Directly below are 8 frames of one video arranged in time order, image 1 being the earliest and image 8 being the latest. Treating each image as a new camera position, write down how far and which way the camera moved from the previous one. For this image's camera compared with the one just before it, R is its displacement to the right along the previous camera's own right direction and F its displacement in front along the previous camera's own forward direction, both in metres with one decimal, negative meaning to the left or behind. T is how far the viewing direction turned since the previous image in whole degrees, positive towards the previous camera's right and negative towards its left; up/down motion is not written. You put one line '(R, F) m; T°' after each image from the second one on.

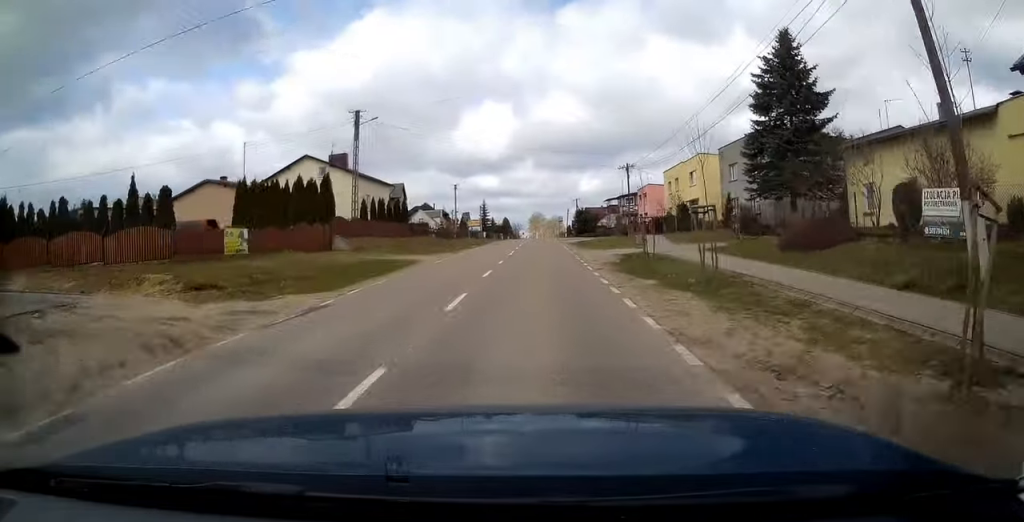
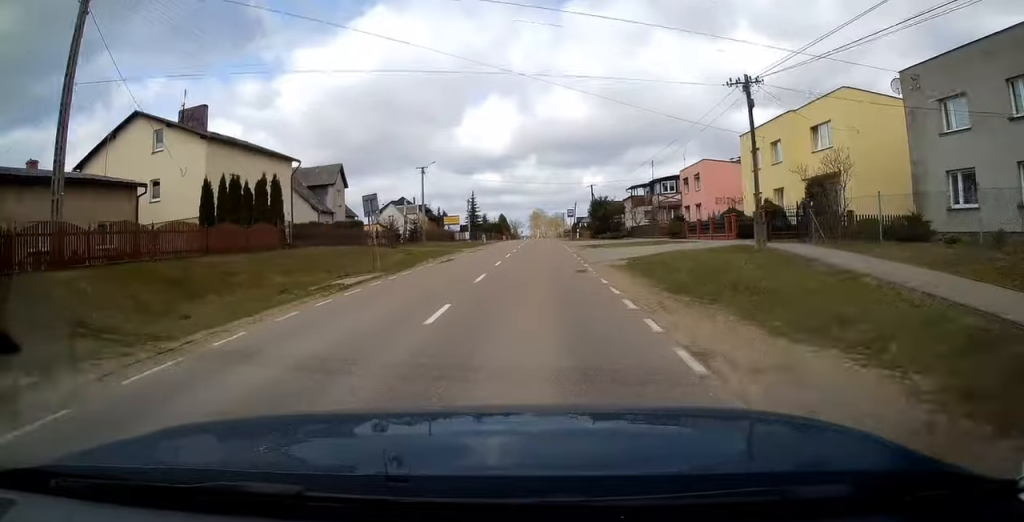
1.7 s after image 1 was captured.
(0.0, +26.9) m; 0°
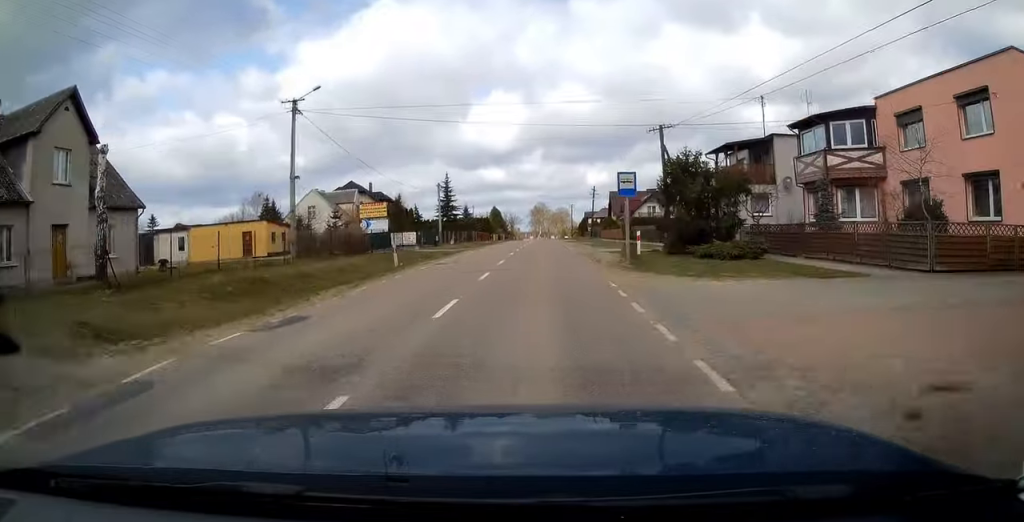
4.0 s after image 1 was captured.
(-0.1, +37.0) m; 0°
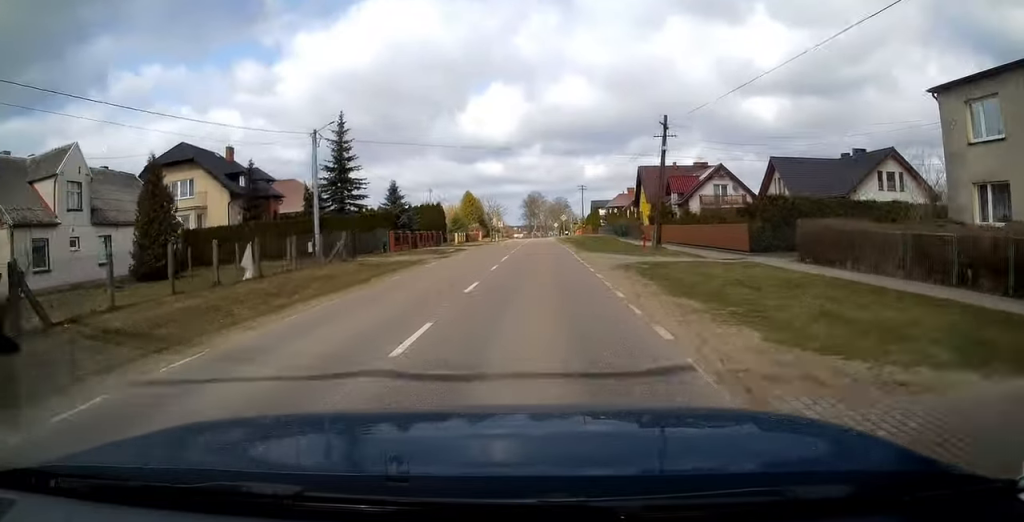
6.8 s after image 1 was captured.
(0.0, +46.9) m; 0°
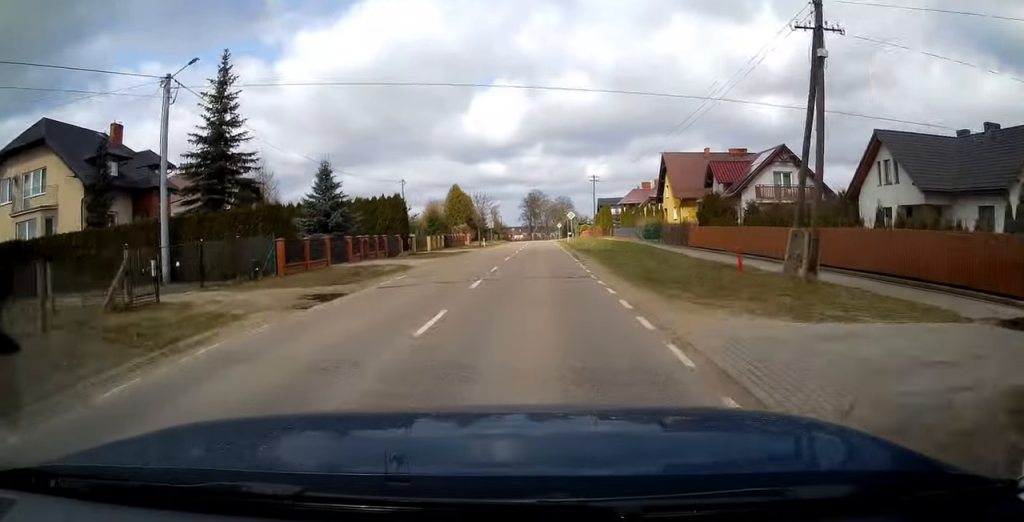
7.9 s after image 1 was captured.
(-0.1, +17.5) m; 0°
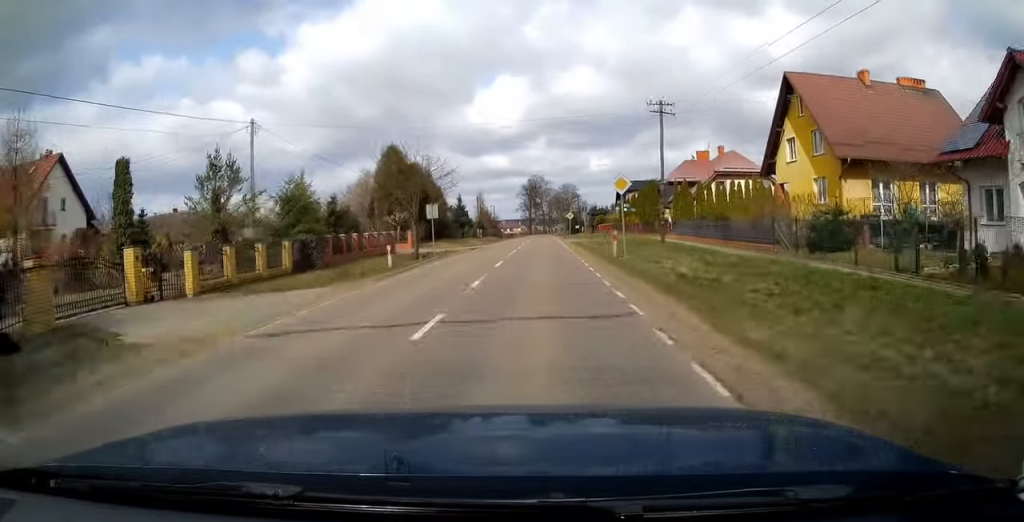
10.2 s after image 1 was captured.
(+0.1, +37.4) m; 0°
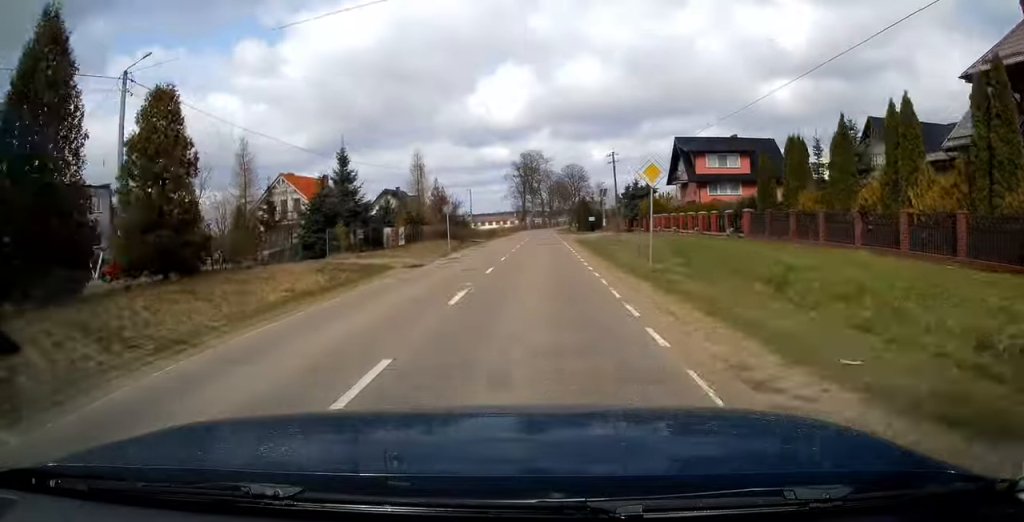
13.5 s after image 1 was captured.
(-0.2, +52.7) m; 0°
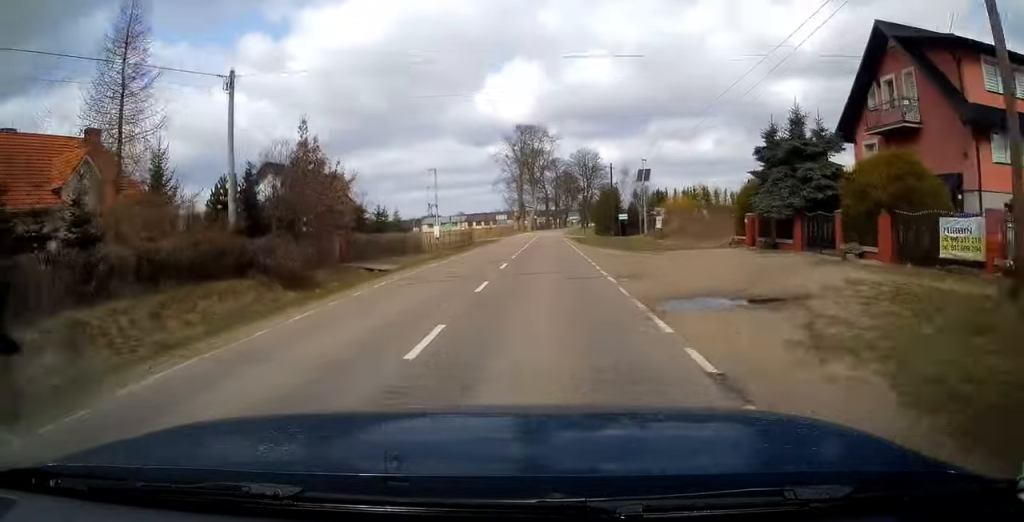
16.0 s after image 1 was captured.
(0.0, +41.7) m; 0°
